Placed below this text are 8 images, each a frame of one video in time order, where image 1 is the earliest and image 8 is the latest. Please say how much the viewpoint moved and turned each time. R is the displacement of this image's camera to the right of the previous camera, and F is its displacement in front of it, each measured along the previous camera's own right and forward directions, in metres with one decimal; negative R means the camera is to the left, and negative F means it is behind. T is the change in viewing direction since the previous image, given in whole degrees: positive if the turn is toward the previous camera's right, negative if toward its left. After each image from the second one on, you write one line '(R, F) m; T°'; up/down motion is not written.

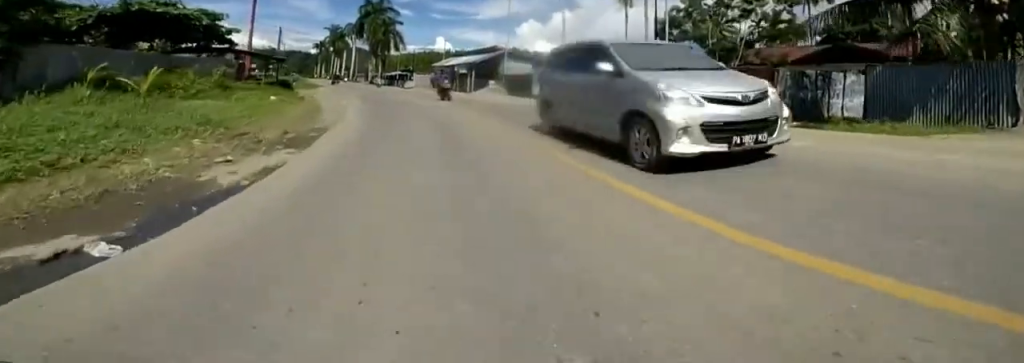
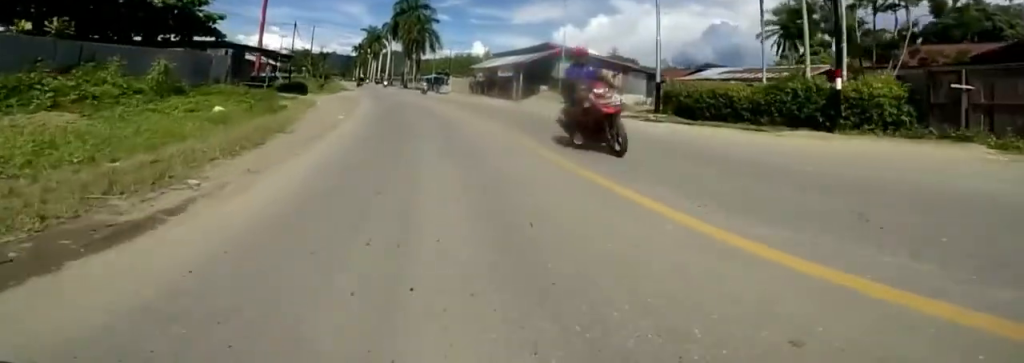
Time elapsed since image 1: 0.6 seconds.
(-0.2, +6.5) m; -5°
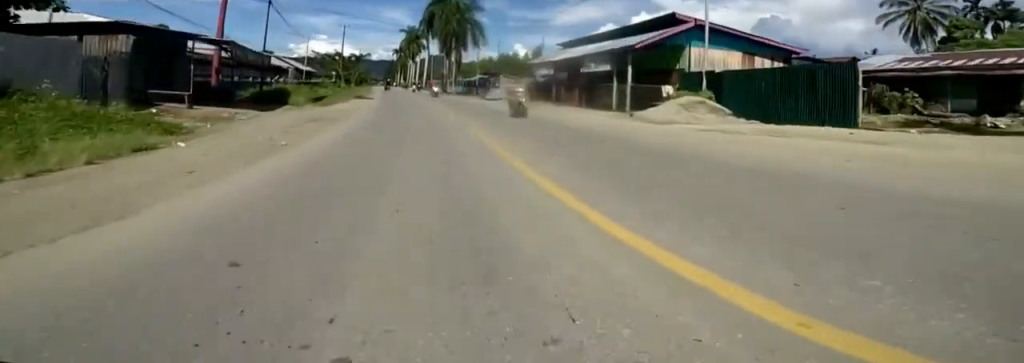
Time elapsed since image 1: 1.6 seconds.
(-0.6, +11.1) m; -8°
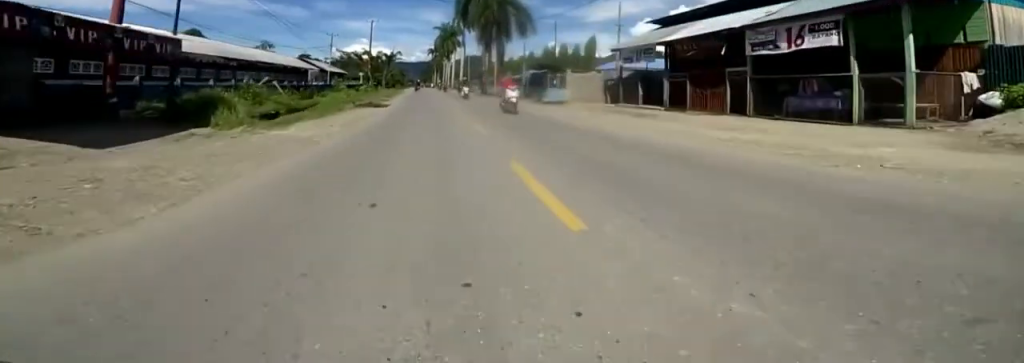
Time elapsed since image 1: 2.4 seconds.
(-0.6, +8.9) m; -7°
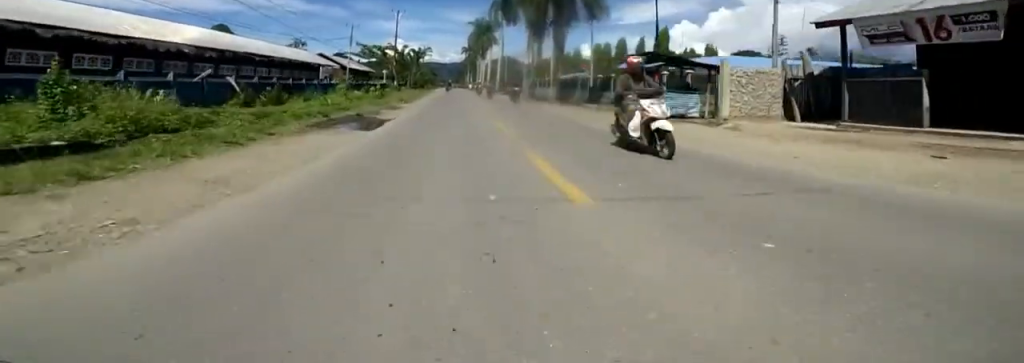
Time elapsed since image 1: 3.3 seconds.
(-0.3, +9.4) m; -7°
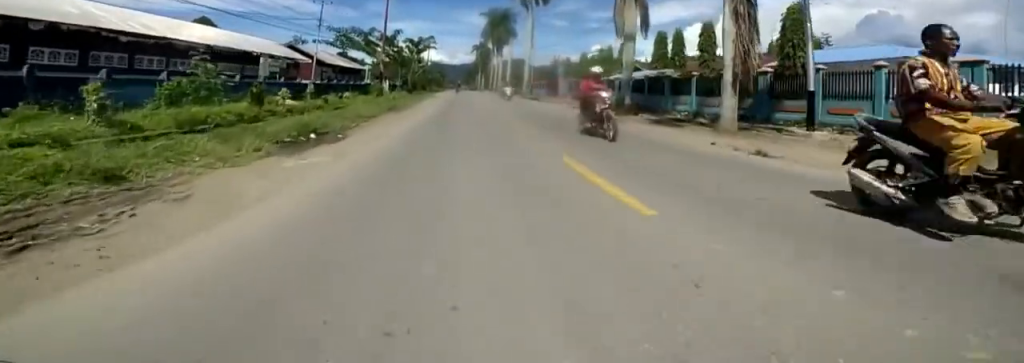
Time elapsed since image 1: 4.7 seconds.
(-0.2, +15.5) m; +2°
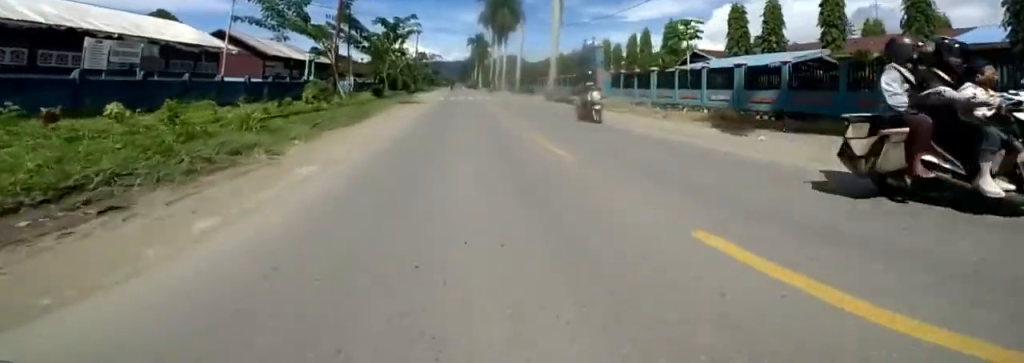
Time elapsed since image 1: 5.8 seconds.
(-0.3, +13.2) m; -4°
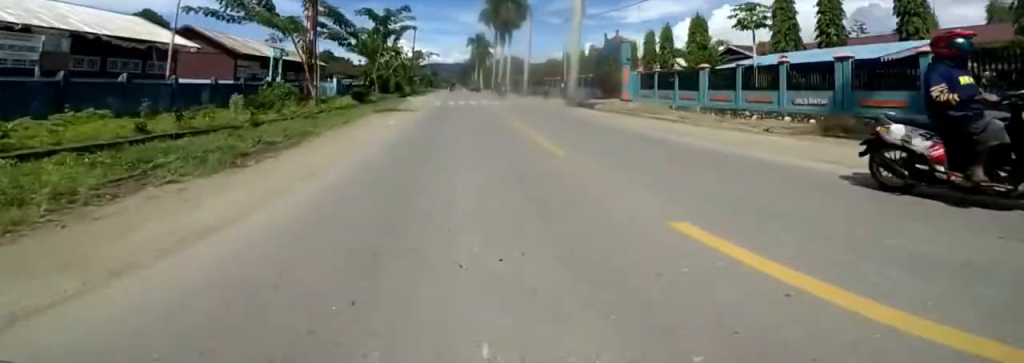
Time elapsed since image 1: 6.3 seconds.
(-0.3, +4.6) m; -2°
